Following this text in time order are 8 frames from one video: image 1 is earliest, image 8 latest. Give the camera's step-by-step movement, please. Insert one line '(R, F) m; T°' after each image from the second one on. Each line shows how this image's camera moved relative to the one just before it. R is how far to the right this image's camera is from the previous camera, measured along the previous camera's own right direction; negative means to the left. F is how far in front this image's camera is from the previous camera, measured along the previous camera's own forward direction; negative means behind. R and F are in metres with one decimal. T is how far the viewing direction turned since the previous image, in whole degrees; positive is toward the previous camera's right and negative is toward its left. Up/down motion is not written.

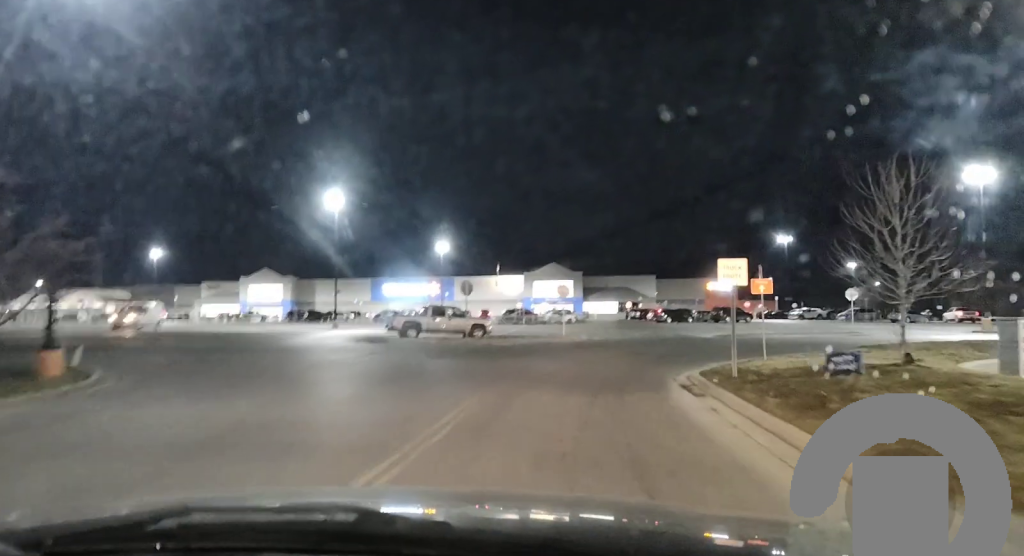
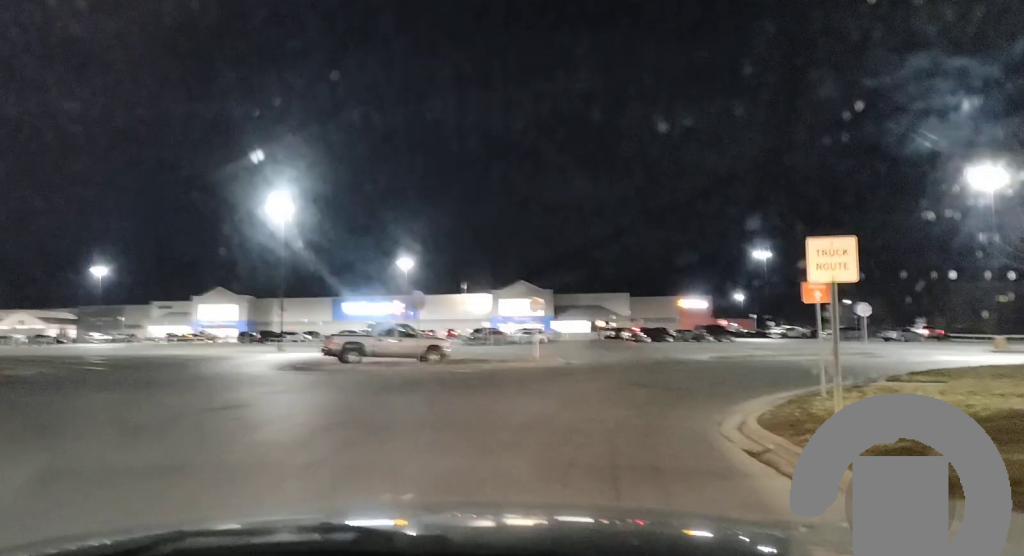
(+0.2, +8.3) m; +2°
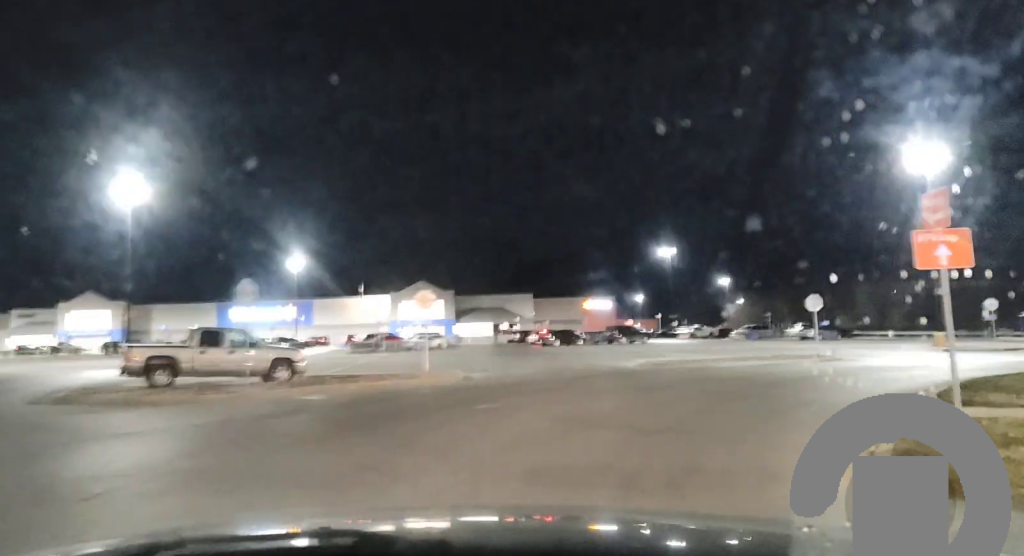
(+1.0, +10.6) m; +11°
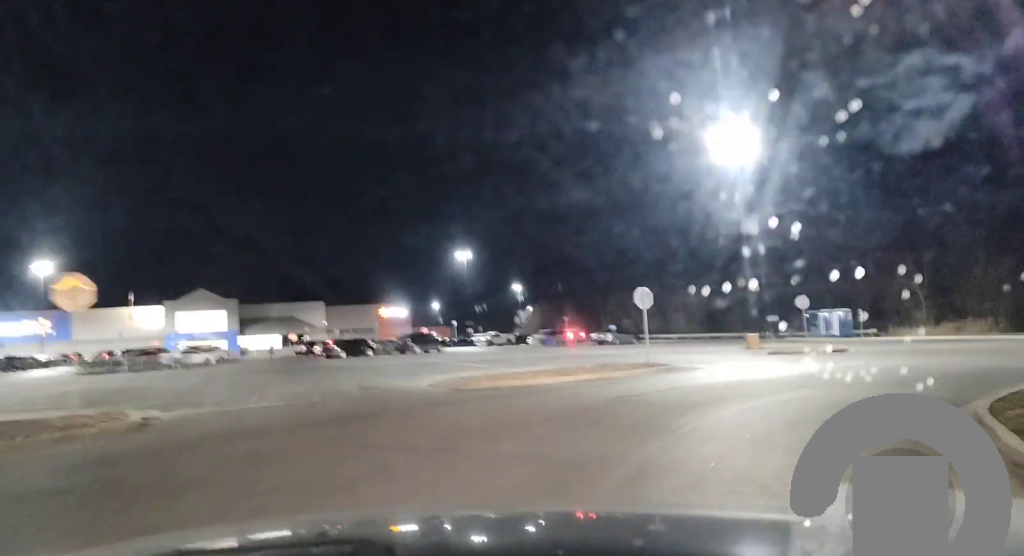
(+0.4, +12.1) m; +7°
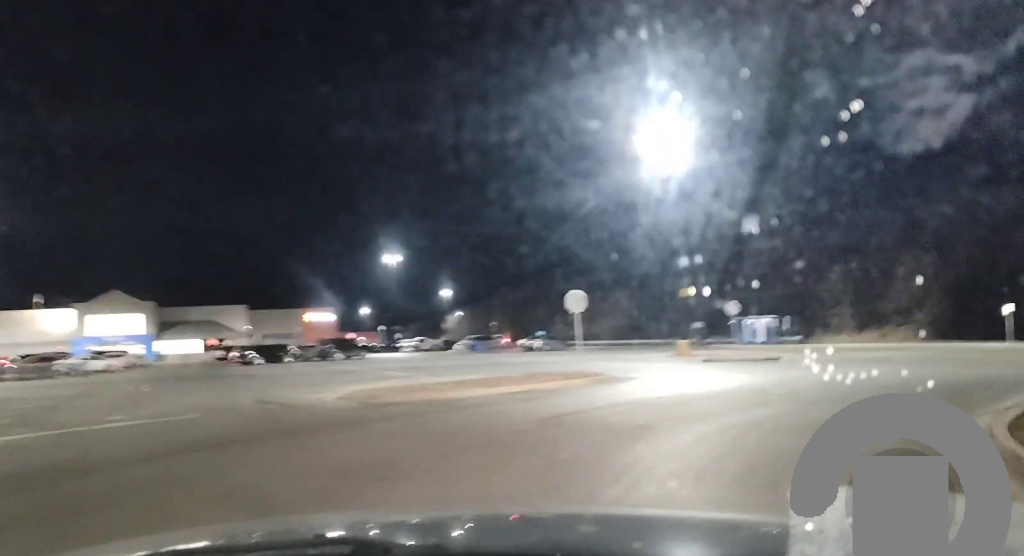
(-0.1, +3.1) m; +5°
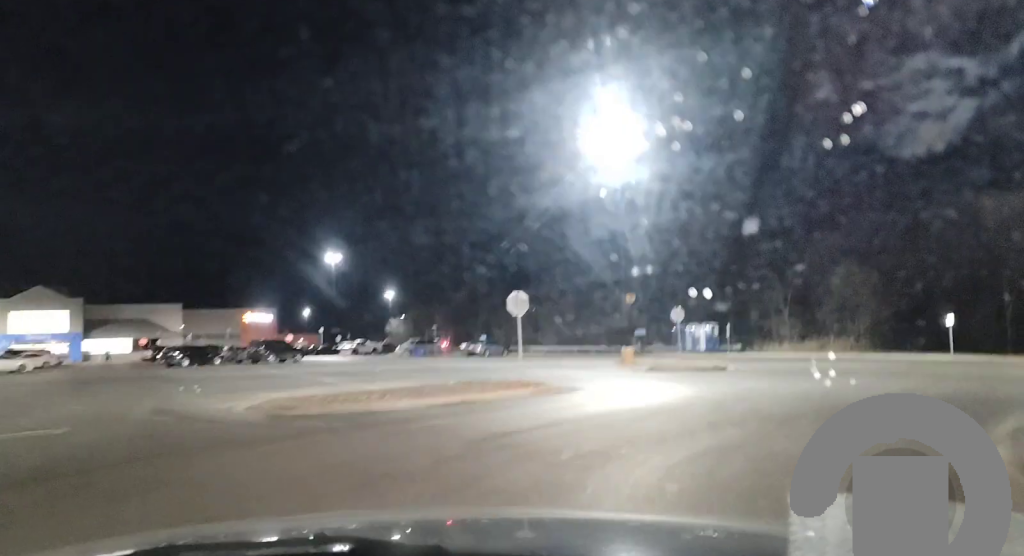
(+0.4, +2.7) m; +6°
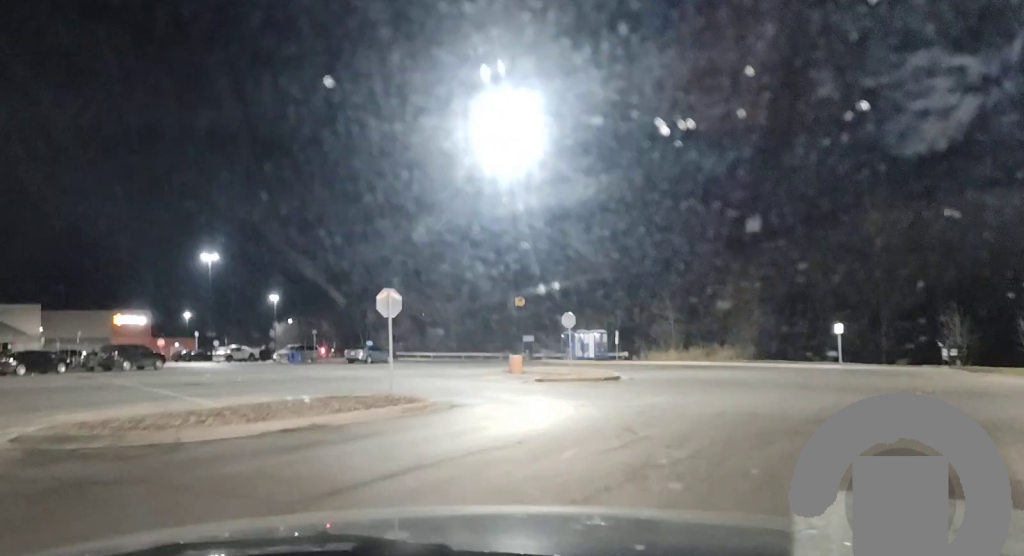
(+0.4, +4.7) m; +8°
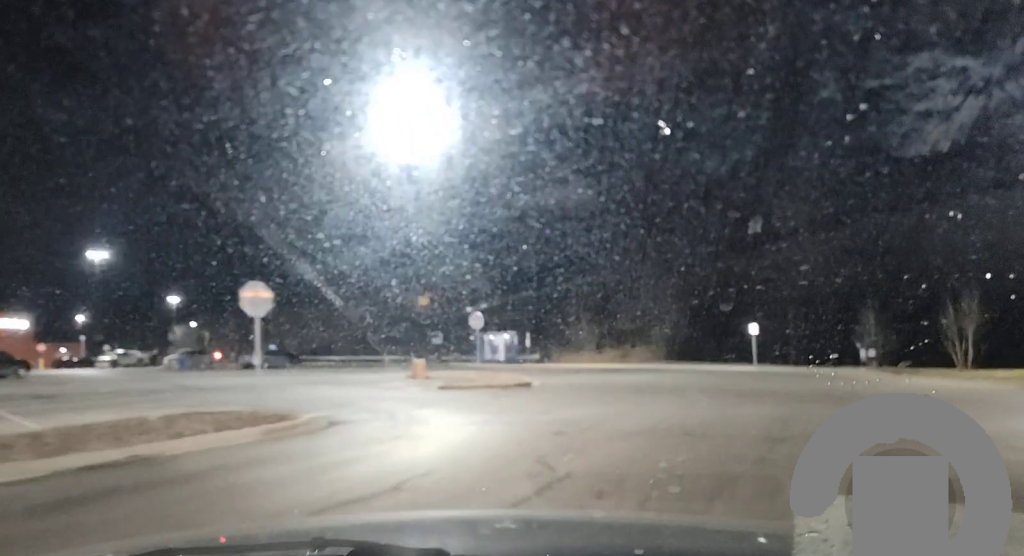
(+0.2, +3.9) m; +5°
